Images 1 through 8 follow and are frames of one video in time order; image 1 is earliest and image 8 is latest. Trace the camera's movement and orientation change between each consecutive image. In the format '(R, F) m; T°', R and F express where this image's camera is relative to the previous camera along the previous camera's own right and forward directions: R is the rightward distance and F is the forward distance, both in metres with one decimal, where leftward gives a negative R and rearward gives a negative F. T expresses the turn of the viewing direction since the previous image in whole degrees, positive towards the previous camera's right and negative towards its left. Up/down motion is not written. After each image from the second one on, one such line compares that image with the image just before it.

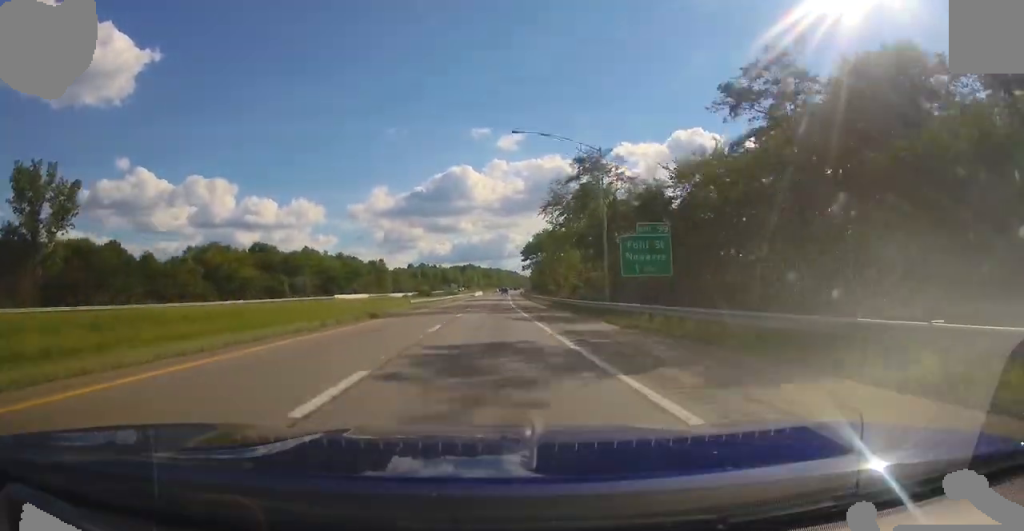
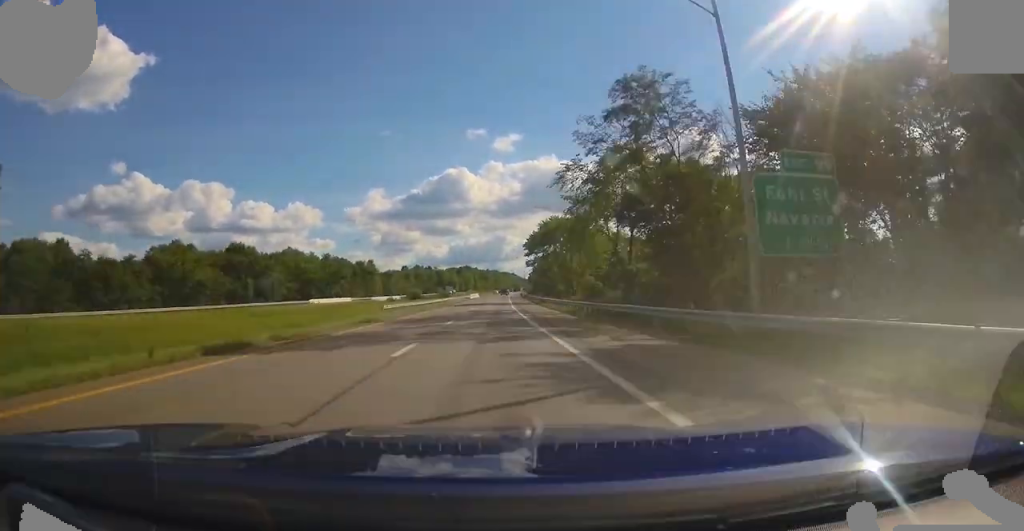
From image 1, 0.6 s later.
(0.0, +18.4) m; 0°
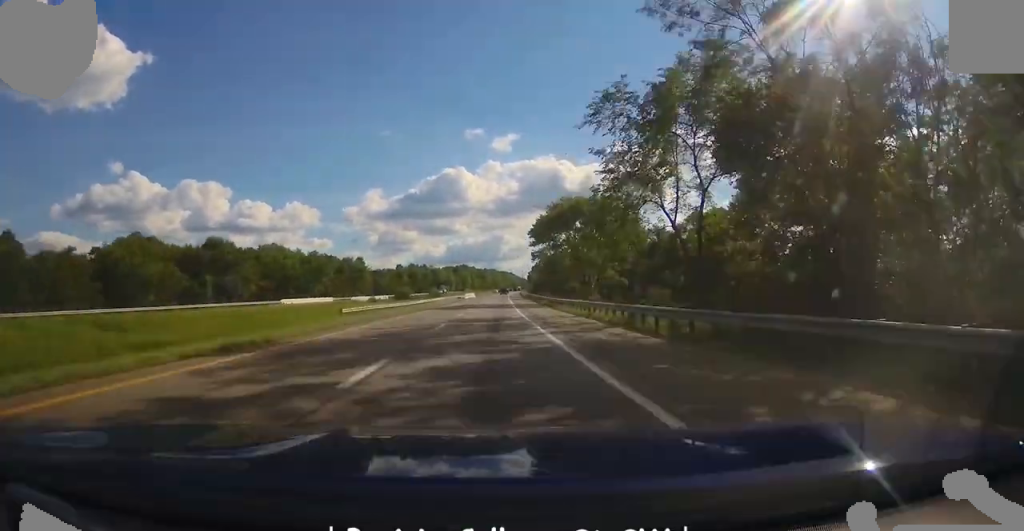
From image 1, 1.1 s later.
(0.0, +16.2) m; 0°
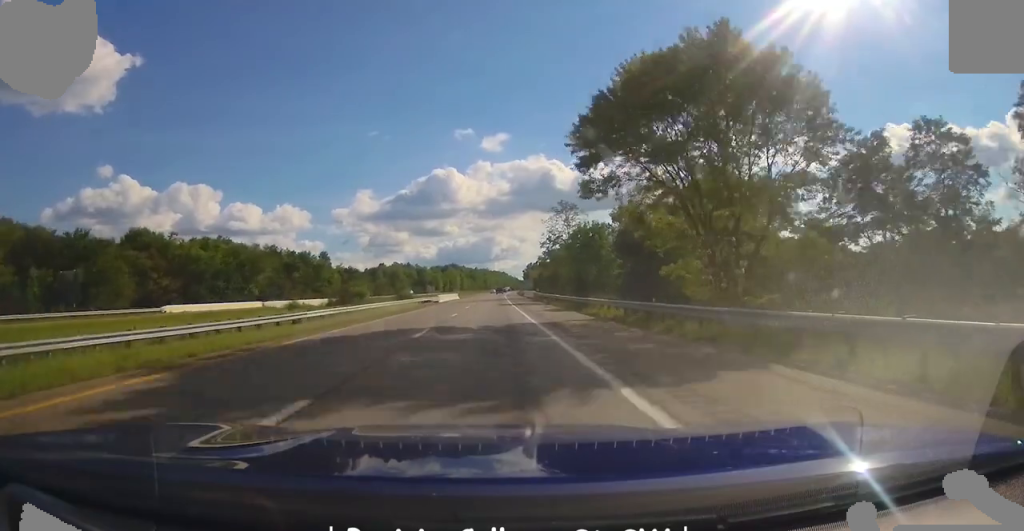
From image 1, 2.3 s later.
(0.0, +41.0) m; 0°
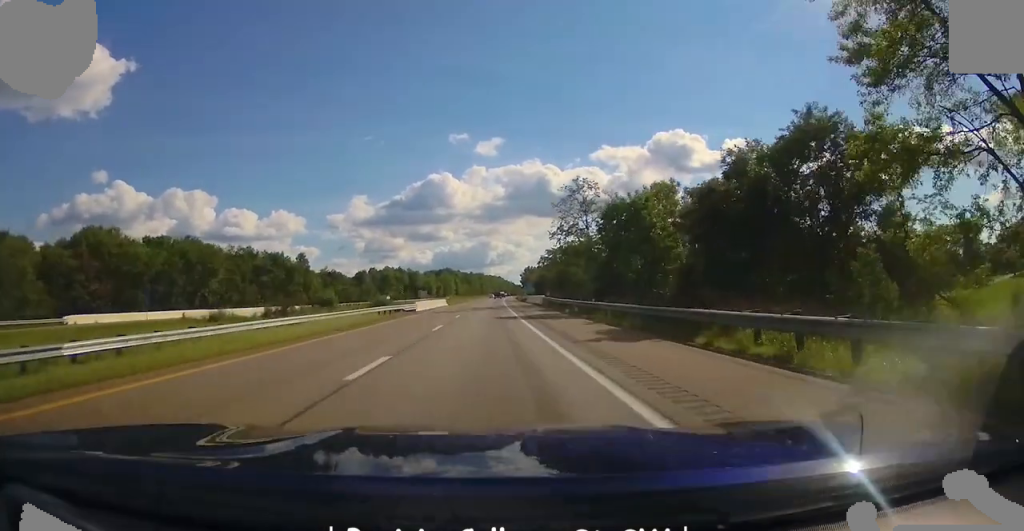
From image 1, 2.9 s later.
(0.0, +19.5) m; 0°
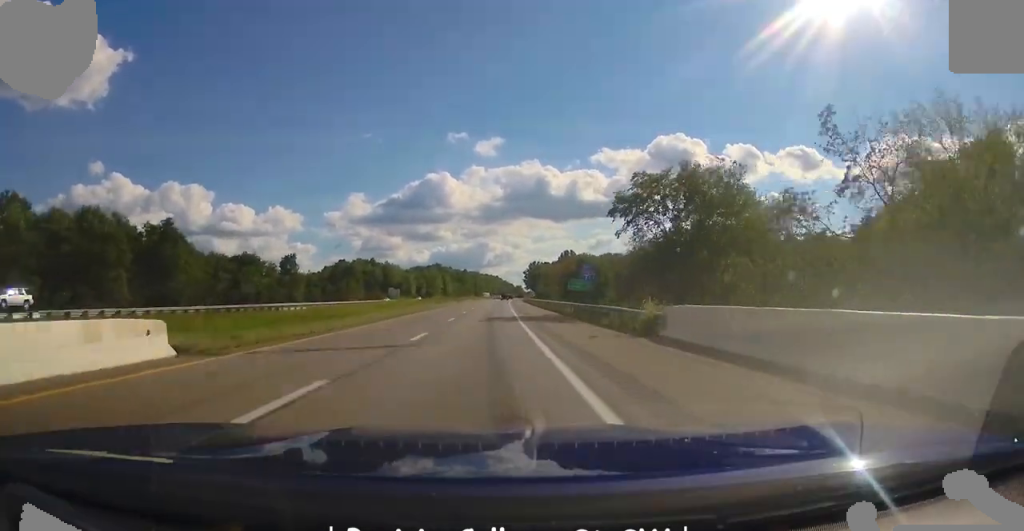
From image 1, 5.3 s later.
(0.0, +77.7) m; 0°
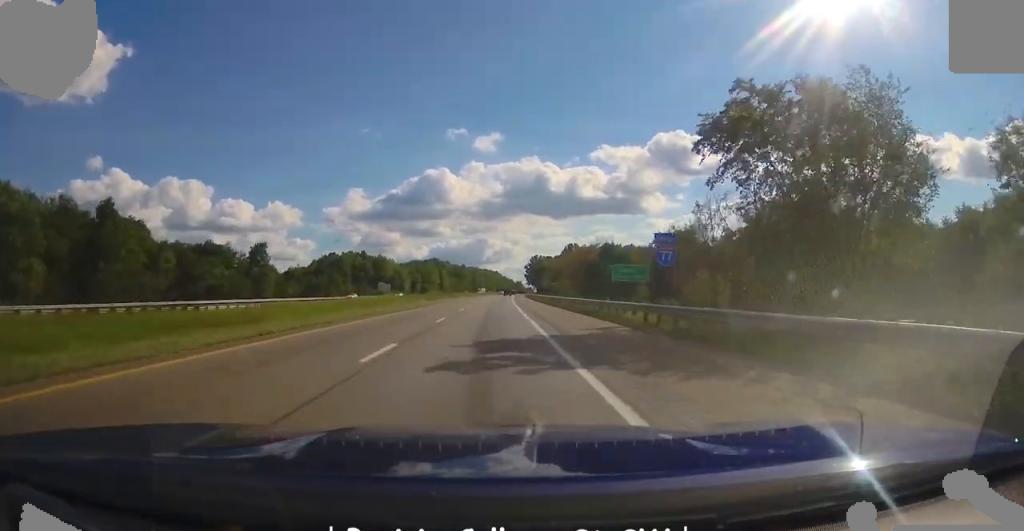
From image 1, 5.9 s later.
(0.0, +19.3) m; 0°
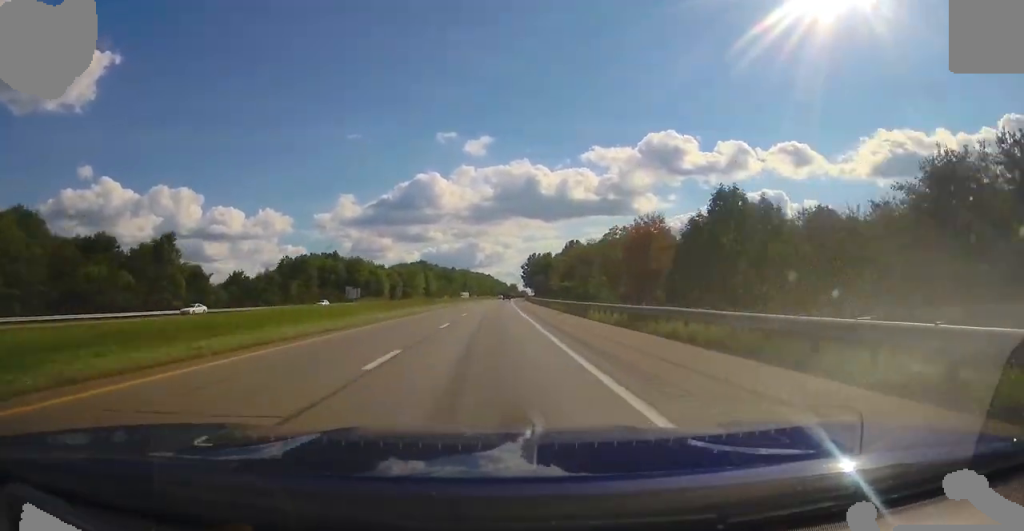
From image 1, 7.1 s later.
(0.0, +36.5) m; +1°
